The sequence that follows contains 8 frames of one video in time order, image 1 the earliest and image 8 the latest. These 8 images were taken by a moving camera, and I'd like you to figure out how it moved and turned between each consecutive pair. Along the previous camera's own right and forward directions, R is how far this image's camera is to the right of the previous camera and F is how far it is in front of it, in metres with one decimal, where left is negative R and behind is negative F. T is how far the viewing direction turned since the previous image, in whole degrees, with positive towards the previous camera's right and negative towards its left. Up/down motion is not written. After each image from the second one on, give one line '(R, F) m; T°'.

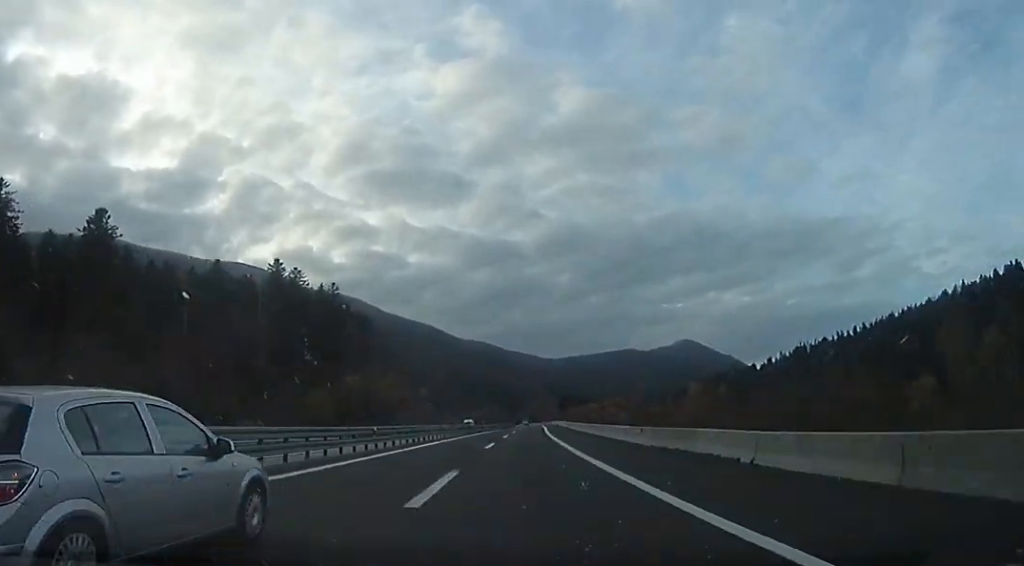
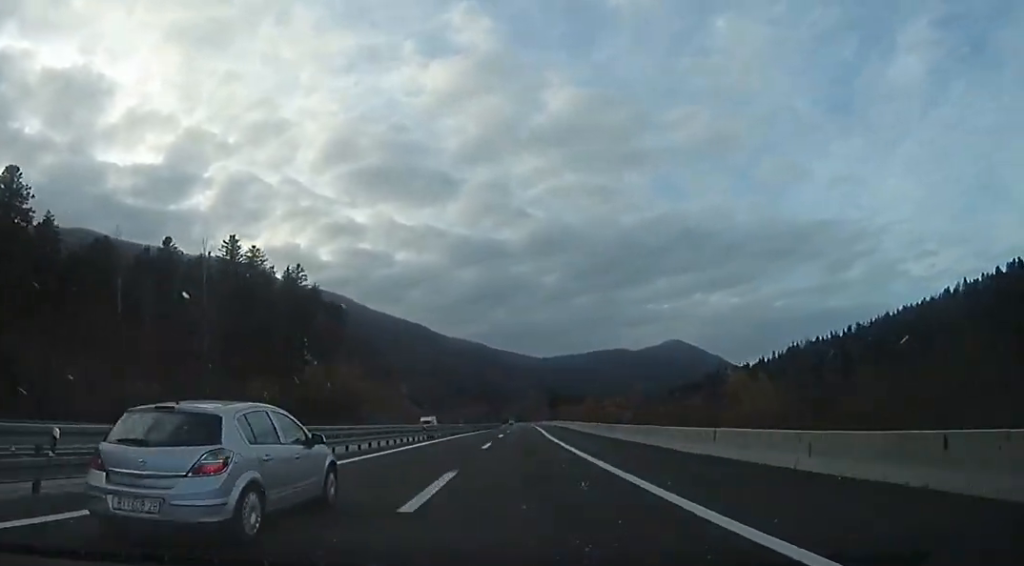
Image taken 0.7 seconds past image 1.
(+0.5, +21.0) m; +1°
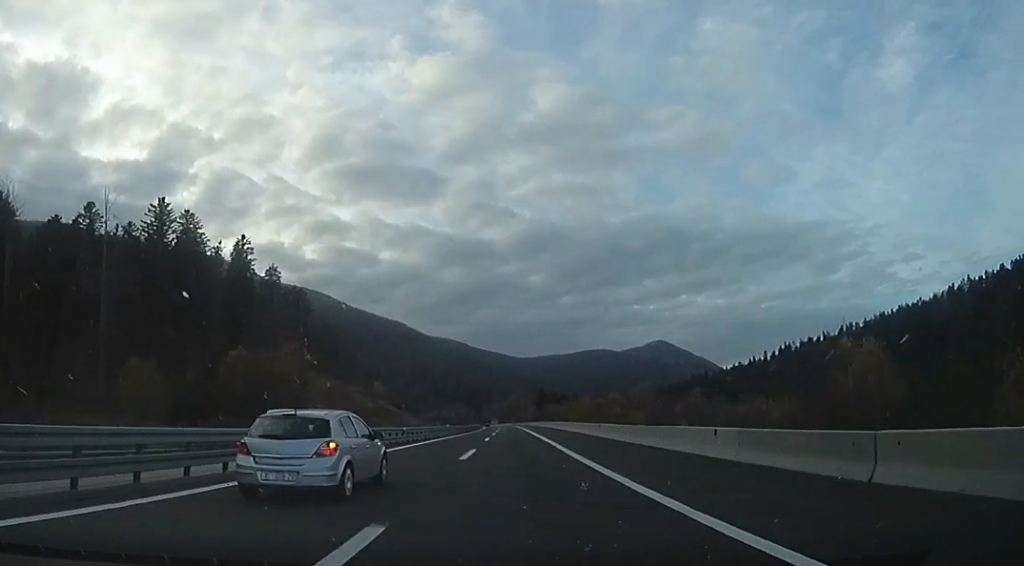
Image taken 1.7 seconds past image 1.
(-0.1, +26.9) m; 0°
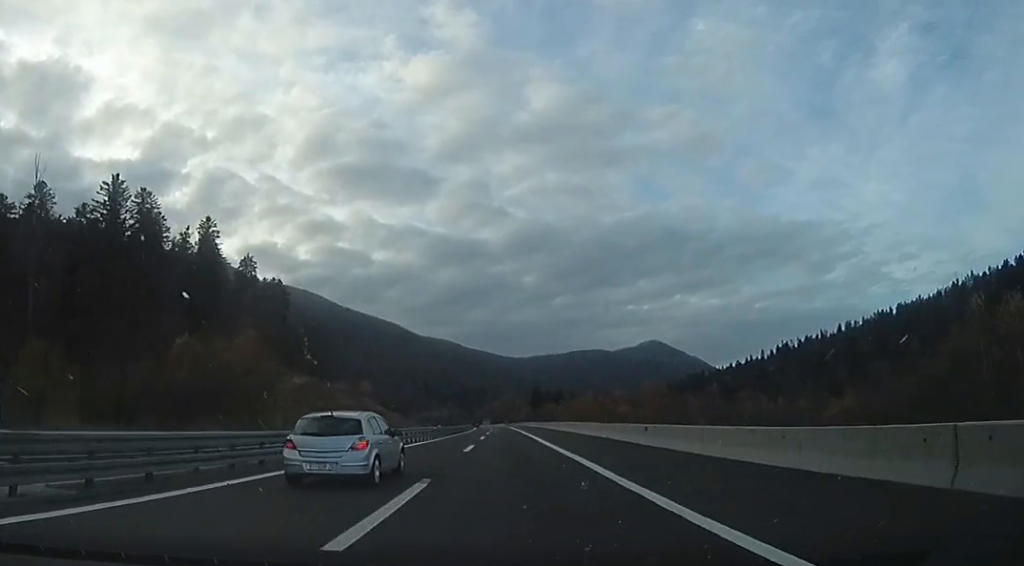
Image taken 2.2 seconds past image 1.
(+0.1, +14.4) m; +1°
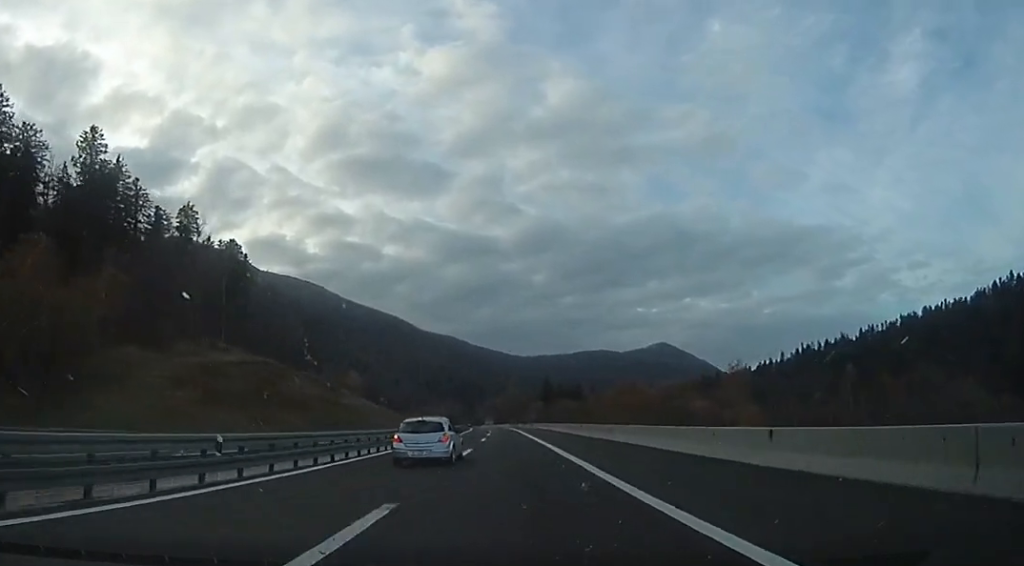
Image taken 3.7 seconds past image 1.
(+0.8, +42.8) m; +1°
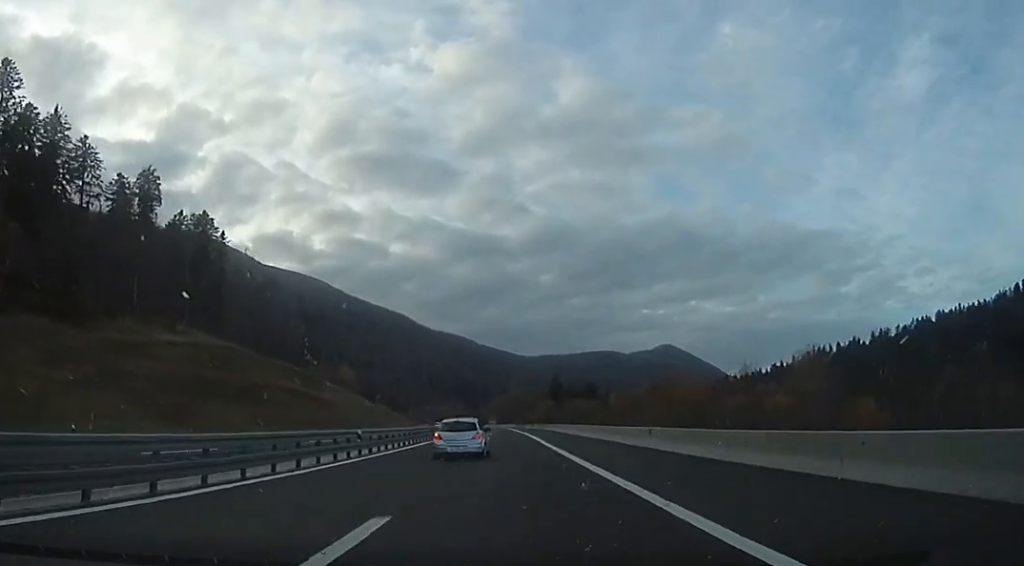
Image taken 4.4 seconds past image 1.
(+0.1, +20.7) m; -1°
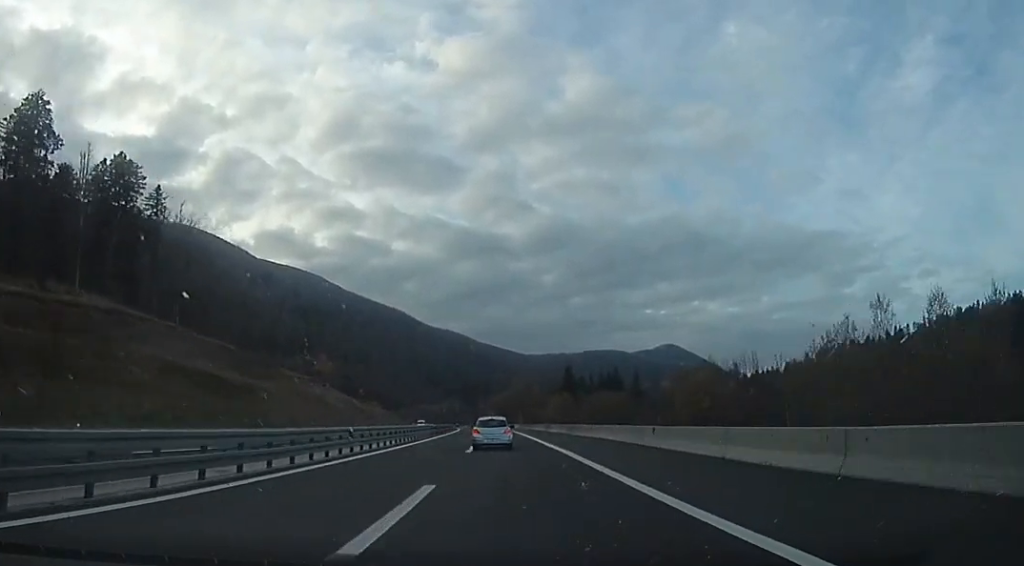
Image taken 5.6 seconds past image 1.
(-1.0, +36.0) m; -1°
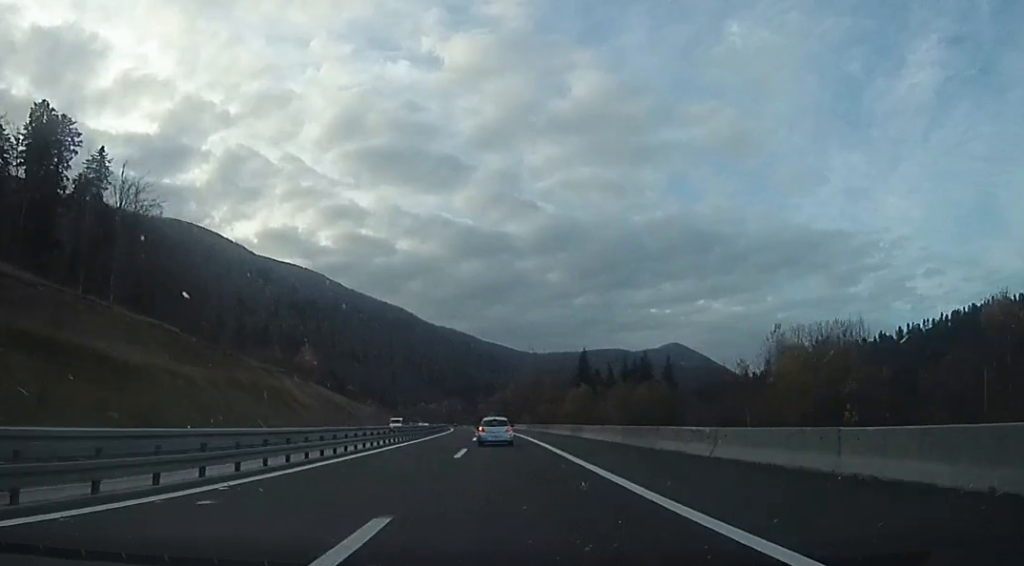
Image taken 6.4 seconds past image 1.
(+0.2, +23.4) m; 0°
